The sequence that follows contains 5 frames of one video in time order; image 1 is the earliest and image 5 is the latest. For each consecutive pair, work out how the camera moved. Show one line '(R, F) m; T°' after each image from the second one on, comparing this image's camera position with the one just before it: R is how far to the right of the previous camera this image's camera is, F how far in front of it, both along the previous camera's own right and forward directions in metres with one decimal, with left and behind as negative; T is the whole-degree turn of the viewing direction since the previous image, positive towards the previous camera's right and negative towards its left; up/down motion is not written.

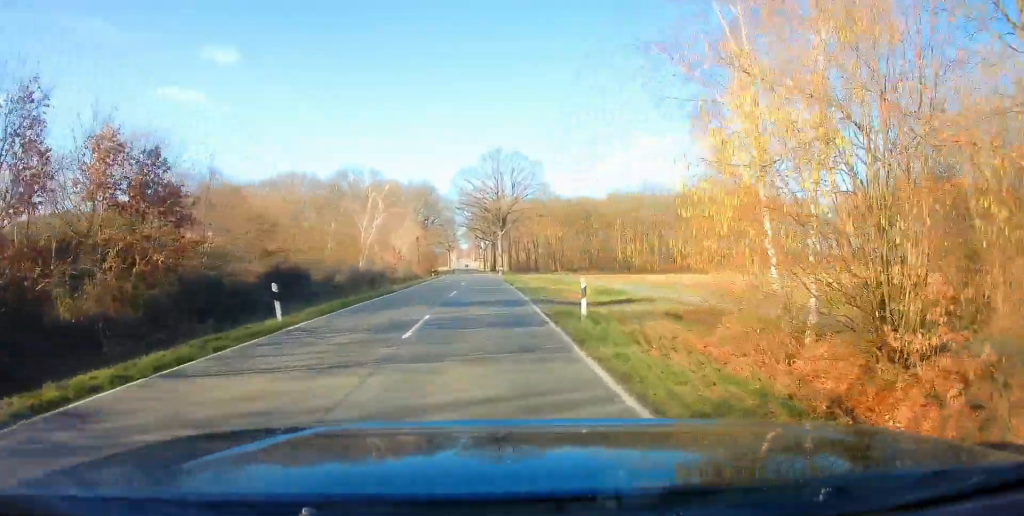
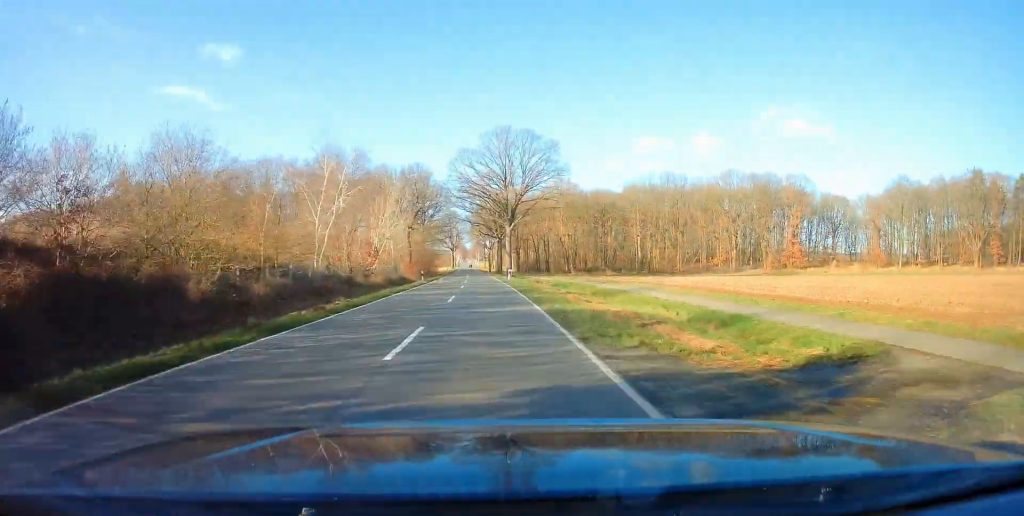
(-0.1, +14.2) m; 0°
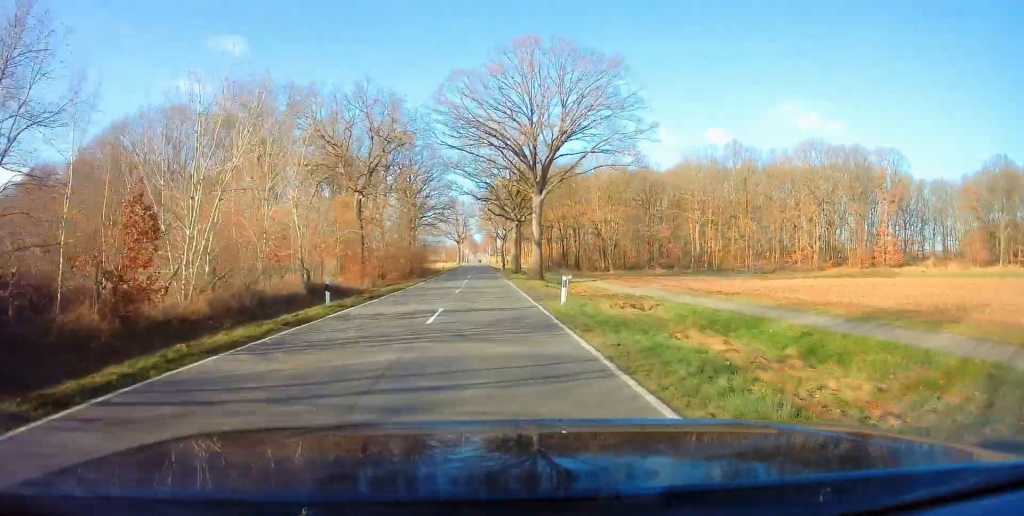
(-0.2, +31.7) m; 0°
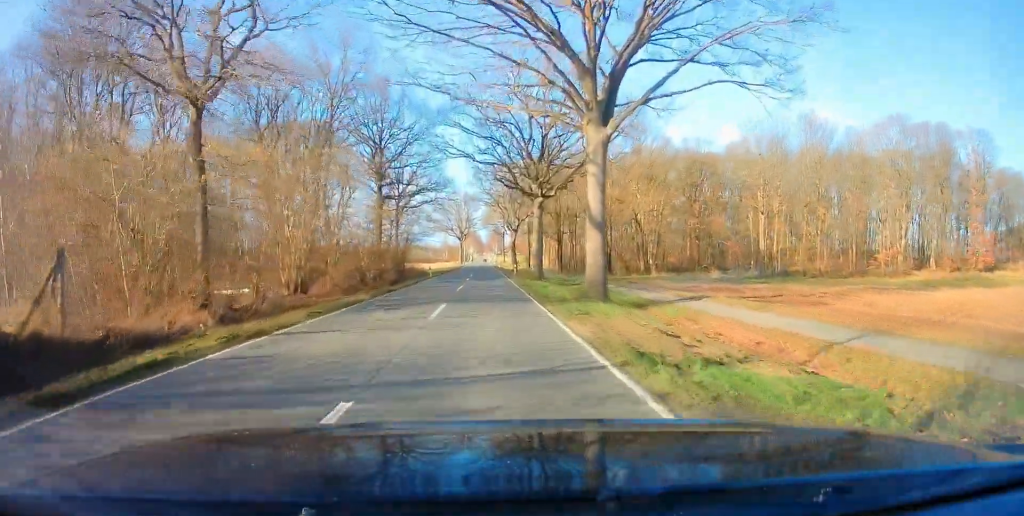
(+0.3, +23.4) m; 0°
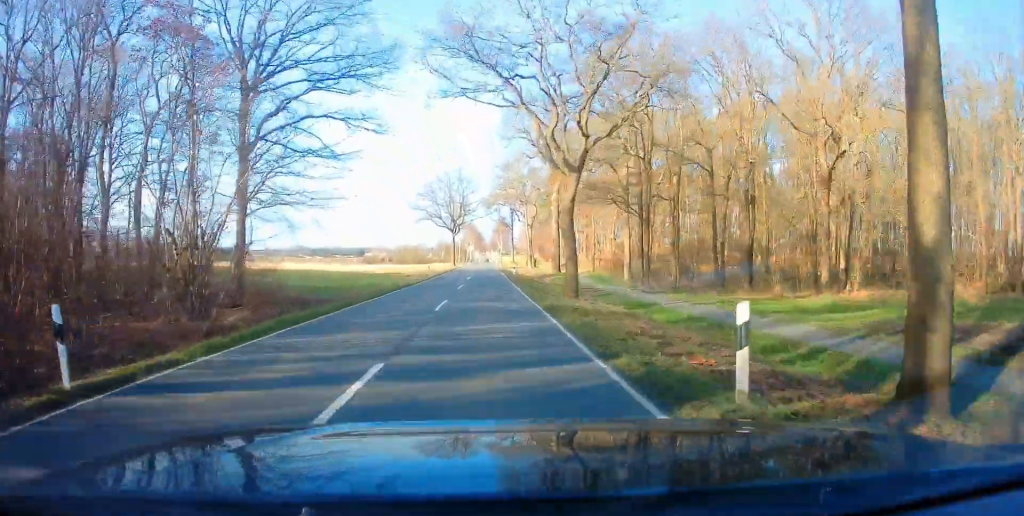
(-1.4, +46.3) m; -2°
